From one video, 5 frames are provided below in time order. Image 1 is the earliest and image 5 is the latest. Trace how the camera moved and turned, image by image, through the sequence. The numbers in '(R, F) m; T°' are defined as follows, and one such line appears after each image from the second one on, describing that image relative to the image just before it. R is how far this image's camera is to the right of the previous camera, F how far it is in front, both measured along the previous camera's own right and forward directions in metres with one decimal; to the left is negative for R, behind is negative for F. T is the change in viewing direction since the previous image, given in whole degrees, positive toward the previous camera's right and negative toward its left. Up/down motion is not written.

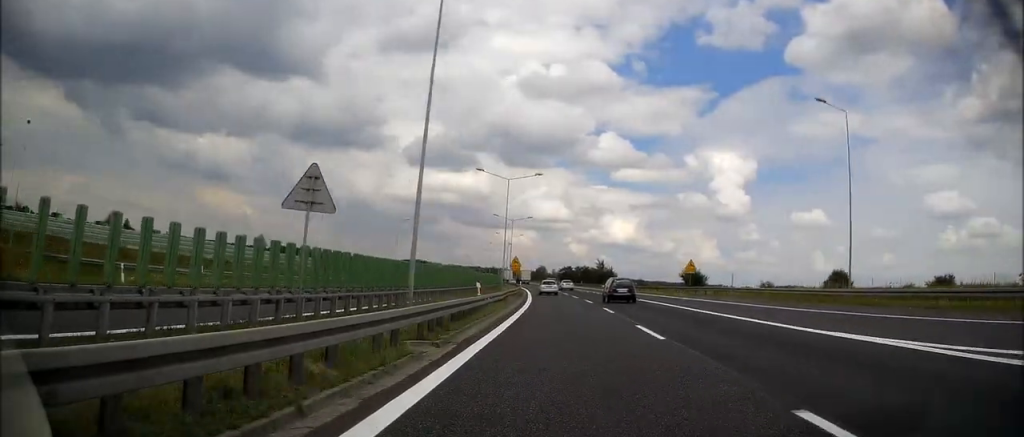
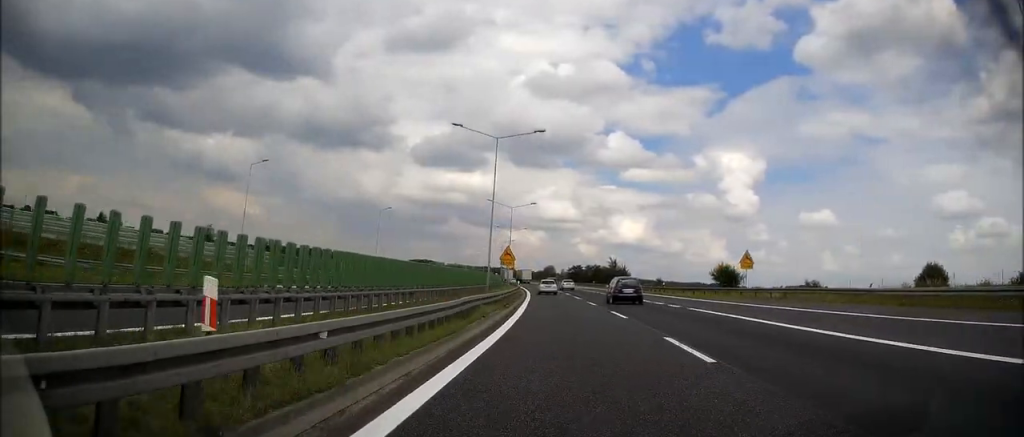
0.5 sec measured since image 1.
(-0.2, +16.0) m; 0°
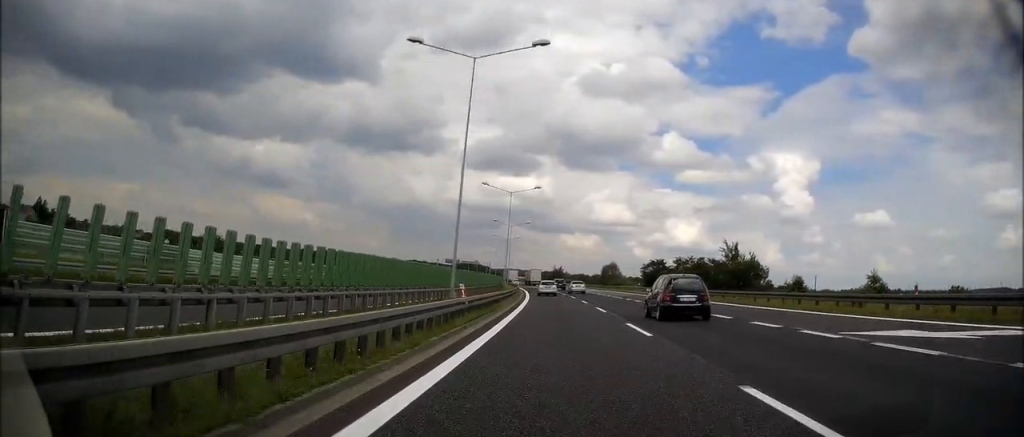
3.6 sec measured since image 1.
(-3.5, +89.5) m; -5°
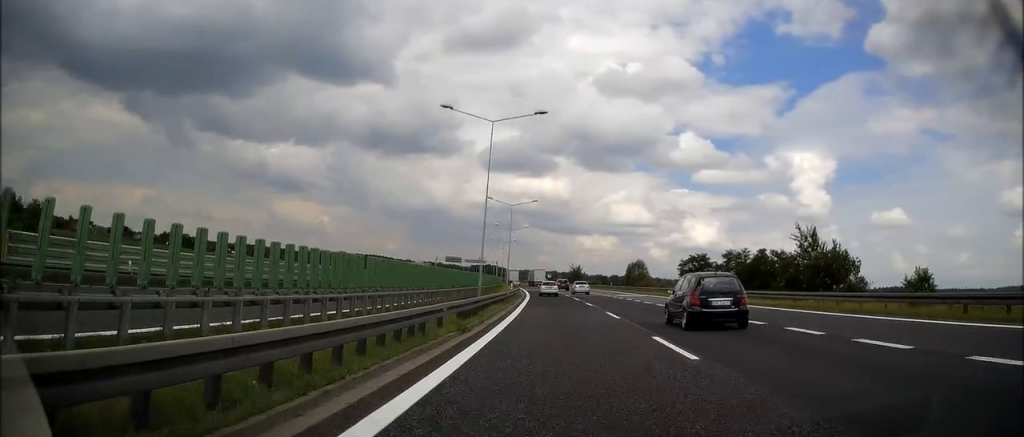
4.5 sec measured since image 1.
(-0.4, +28.3) m; -2°
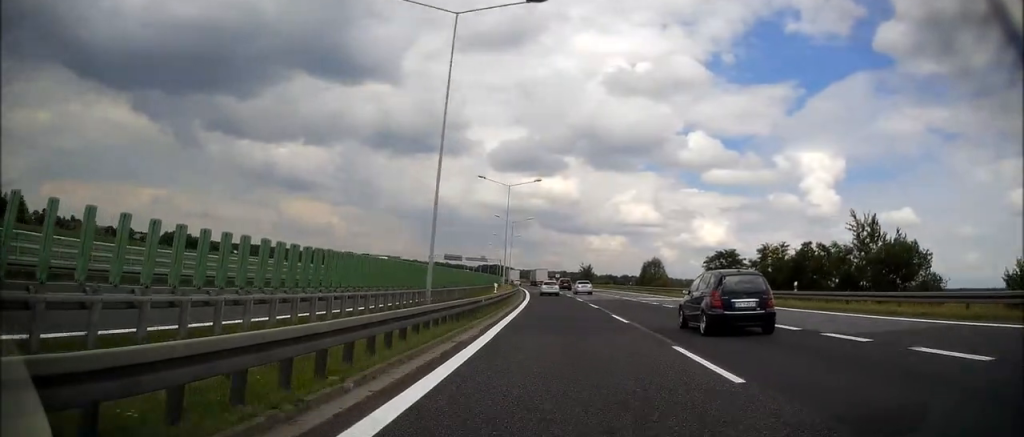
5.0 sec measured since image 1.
(-0.1, +14.7) m; -1°
